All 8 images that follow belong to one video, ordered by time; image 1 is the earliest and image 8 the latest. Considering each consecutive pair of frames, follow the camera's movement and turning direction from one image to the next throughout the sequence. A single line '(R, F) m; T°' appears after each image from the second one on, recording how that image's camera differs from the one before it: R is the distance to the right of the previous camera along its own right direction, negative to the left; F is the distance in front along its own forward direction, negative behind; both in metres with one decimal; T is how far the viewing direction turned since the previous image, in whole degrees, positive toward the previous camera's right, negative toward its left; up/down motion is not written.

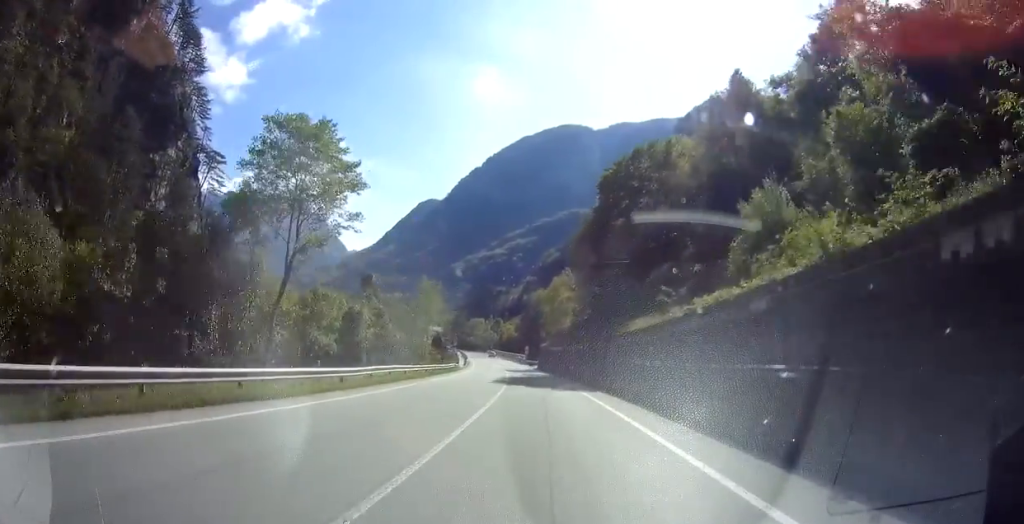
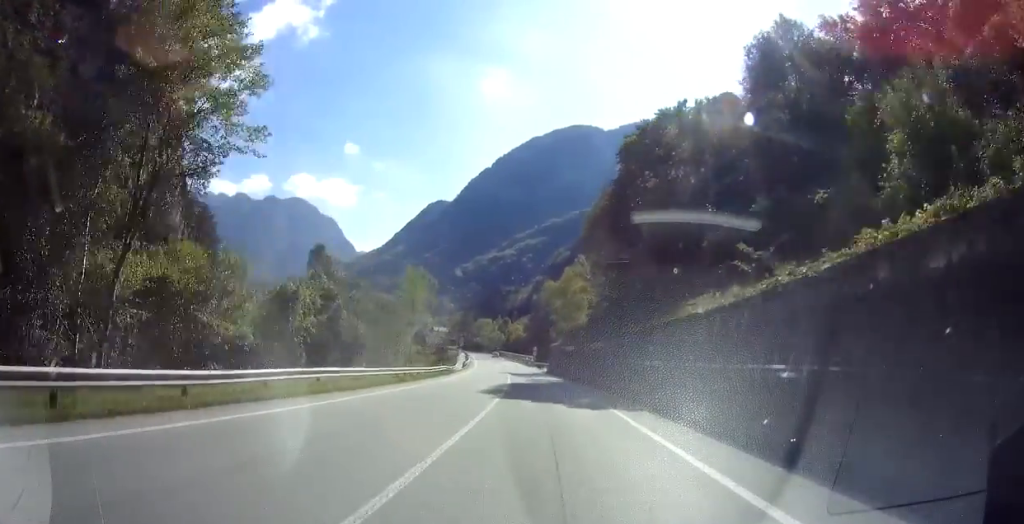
(0.0, +10.8) m; -1°
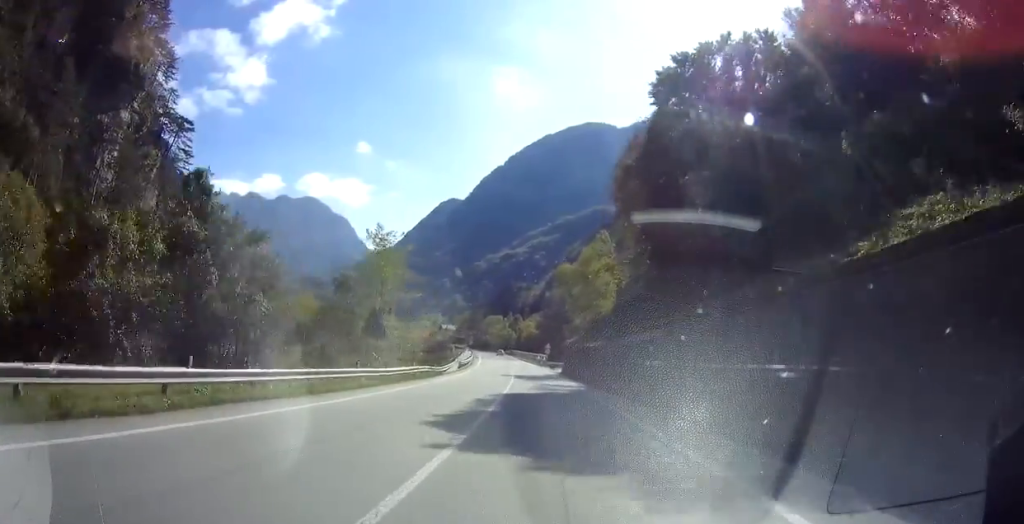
(0.0, +12.2) m; -2°
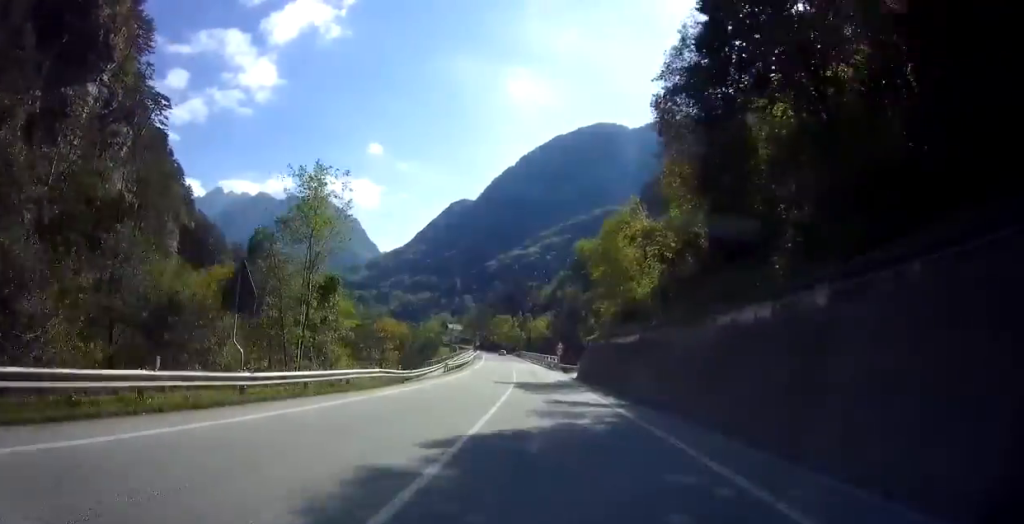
(-0.4, +12.3) m; -2°
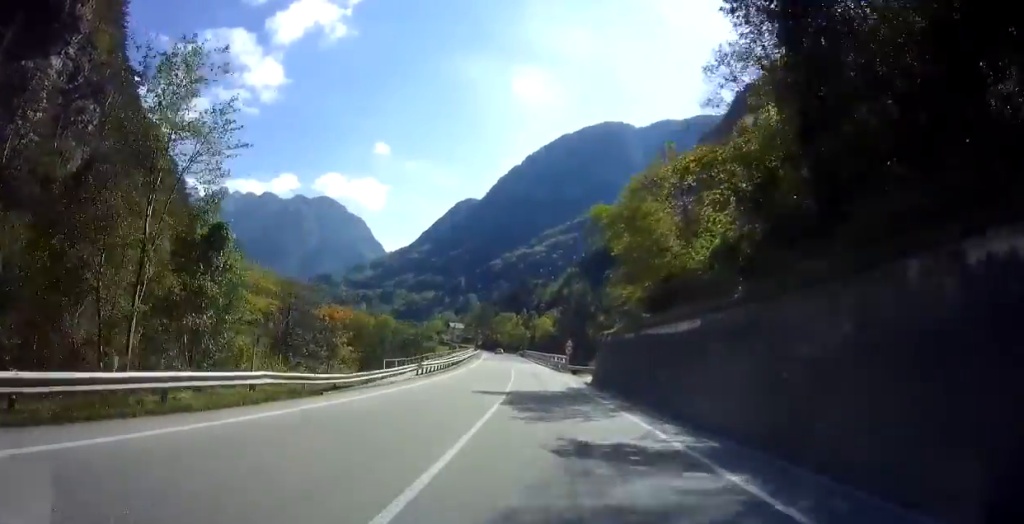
(-0.1, +10.8) m; 0°
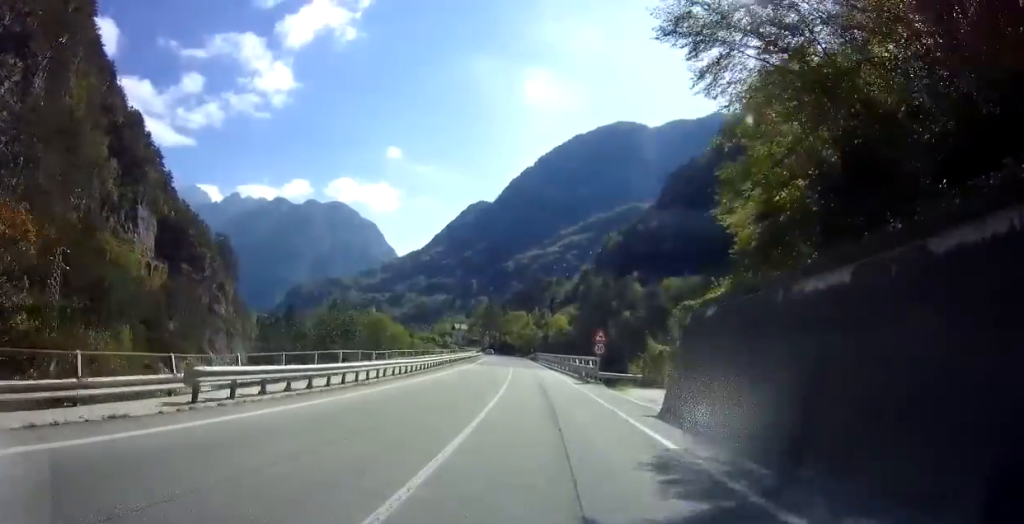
(+0.1, +21.6) m; 0°
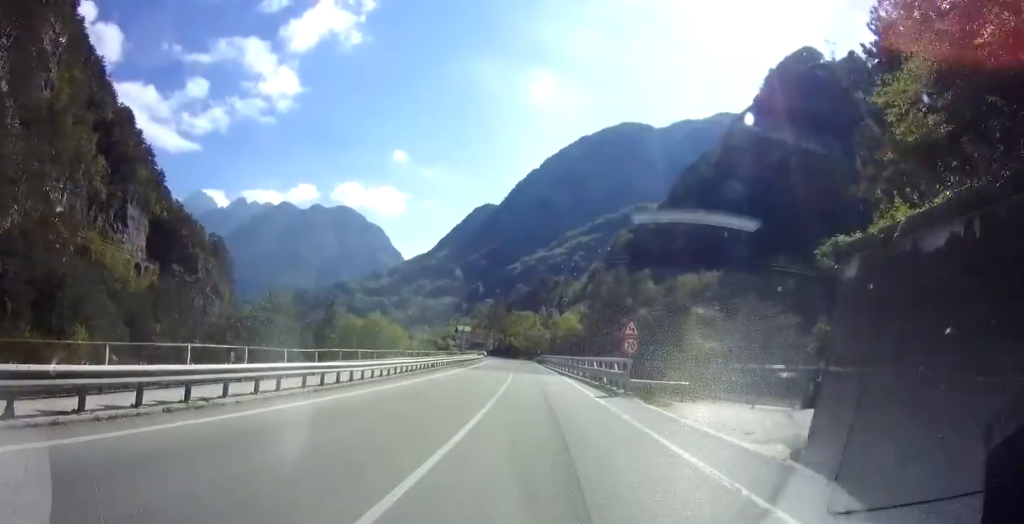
(+0.4, +10.8) m; -1°
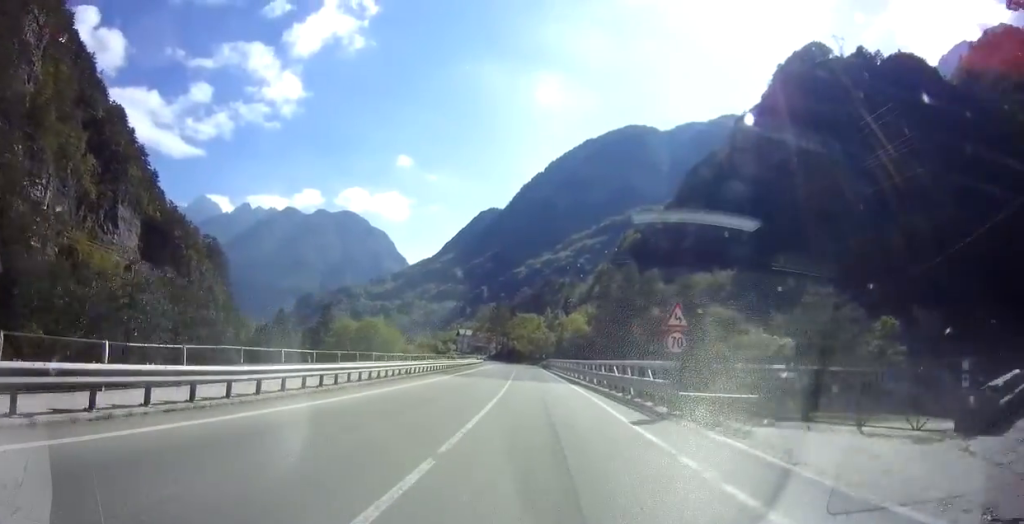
(0.0, +9.3) m; -2°
